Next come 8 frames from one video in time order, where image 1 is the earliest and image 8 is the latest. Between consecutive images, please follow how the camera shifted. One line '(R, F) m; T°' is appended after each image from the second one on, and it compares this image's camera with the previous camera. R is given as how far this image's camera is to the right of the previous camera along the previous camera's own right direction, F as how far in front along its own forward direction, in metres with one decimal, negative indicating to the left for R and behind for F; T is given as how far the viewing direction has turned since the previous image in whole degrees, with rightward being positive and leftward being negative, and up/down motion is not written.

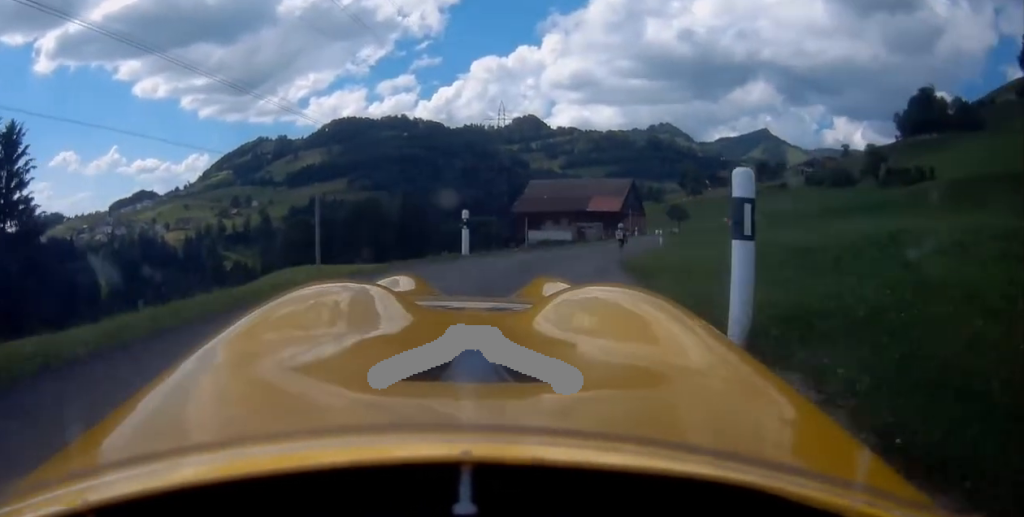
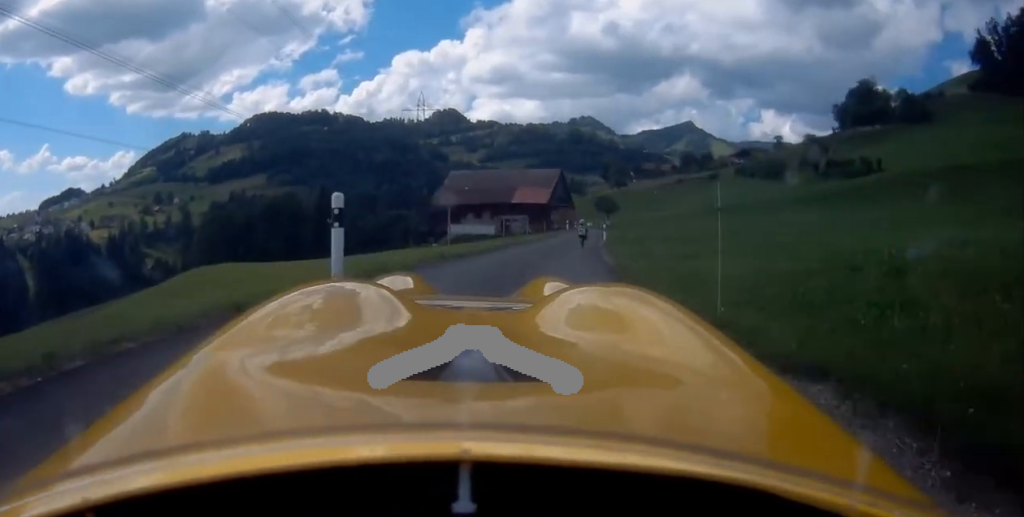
(0.0, +6.7) m; +4°
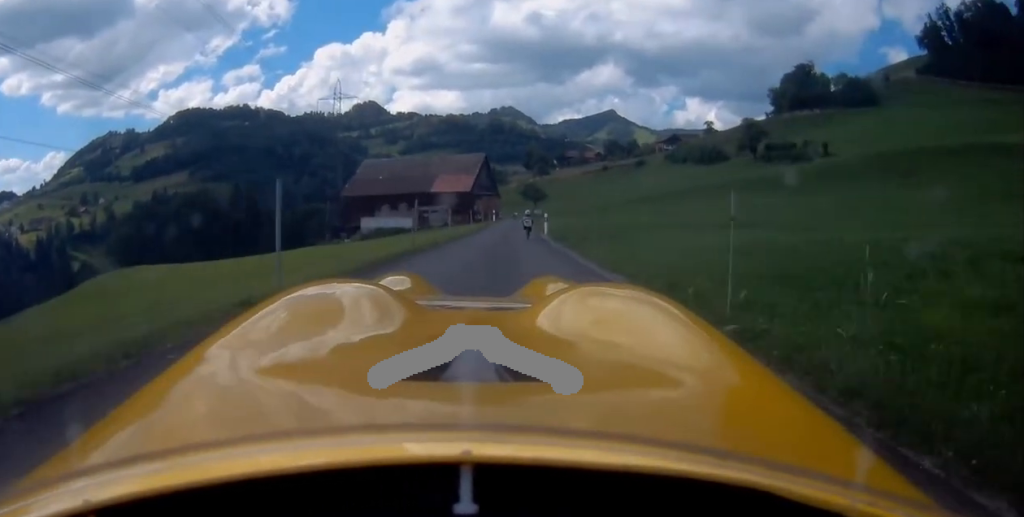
(+0.6, +7.7) m; +4°
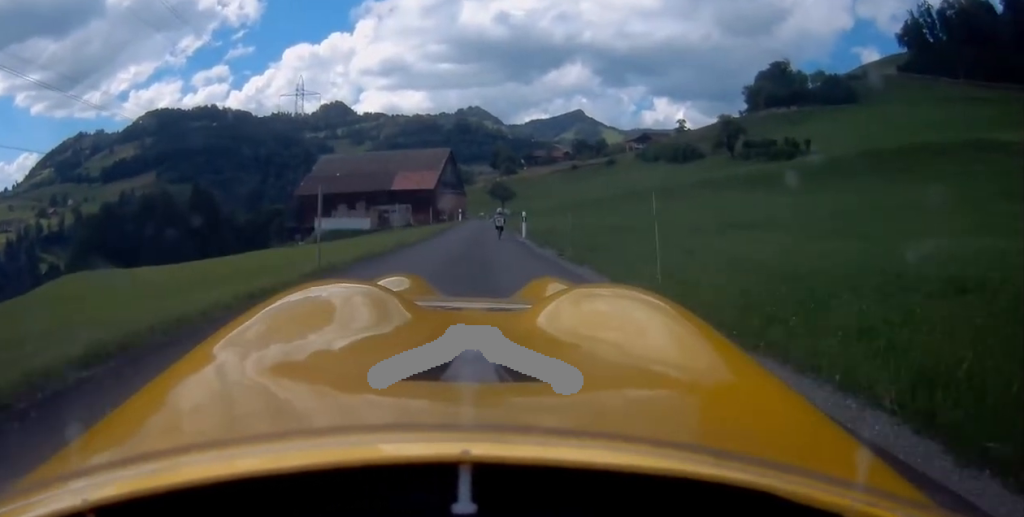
(+0.2, +6.2) m; +3°
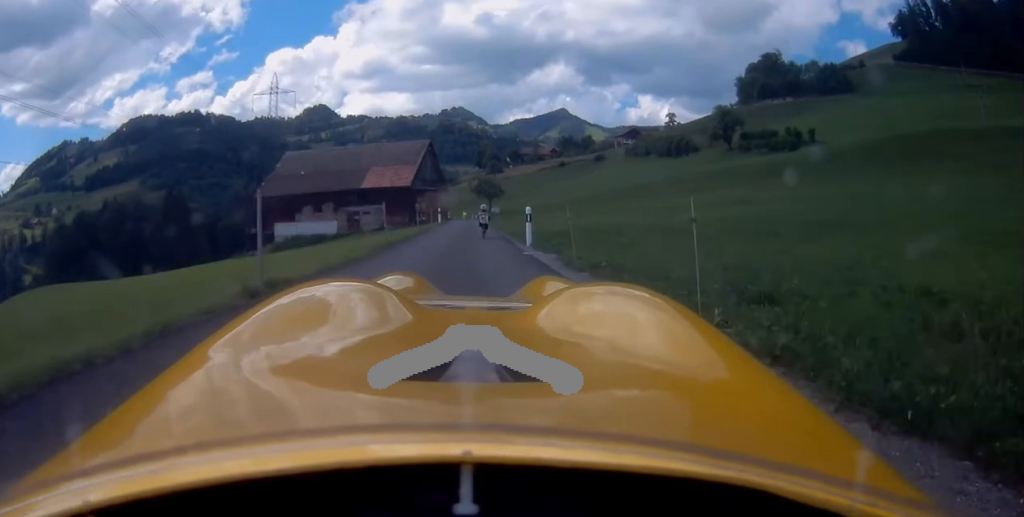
(+0.1, +8.8) m; +4°
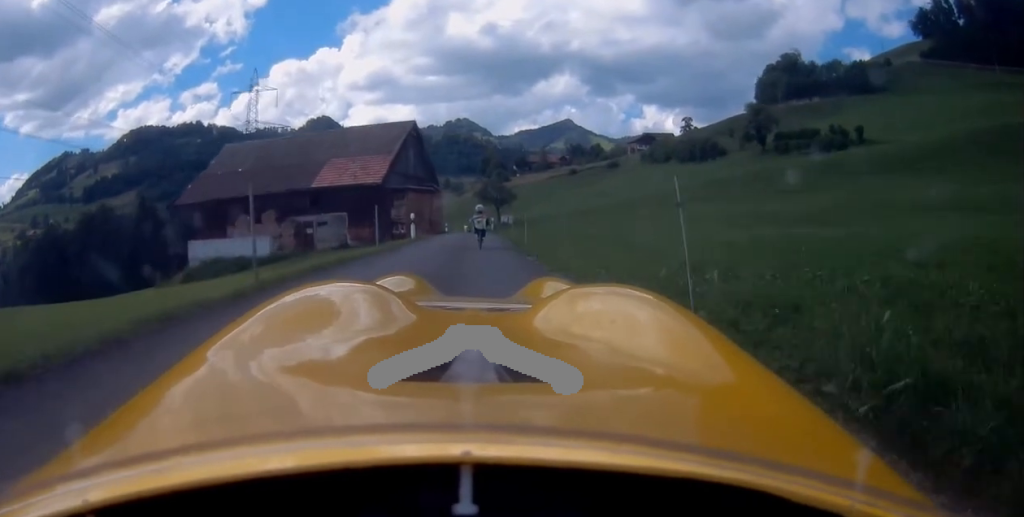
(+2.2, +18.1) m; +12°
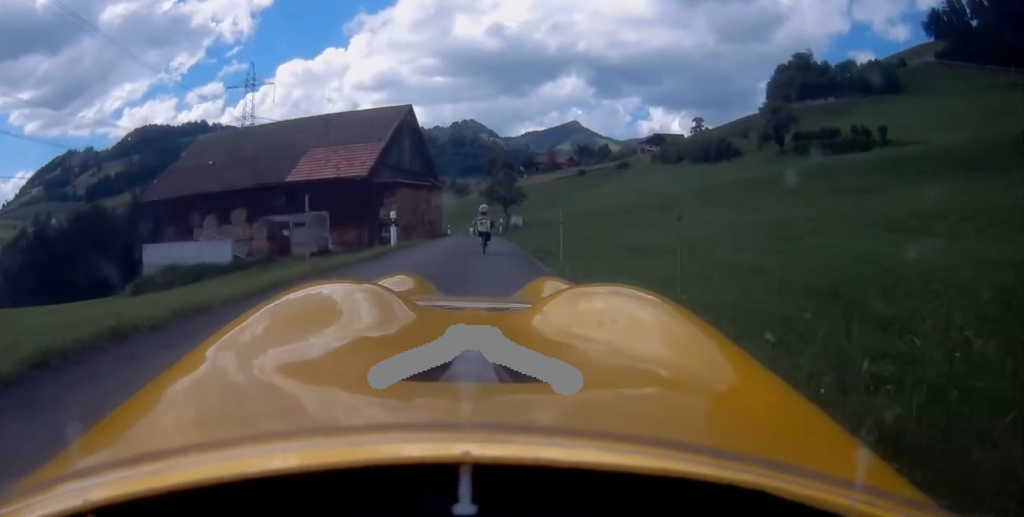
(+0.2, +6.5) m; +3°
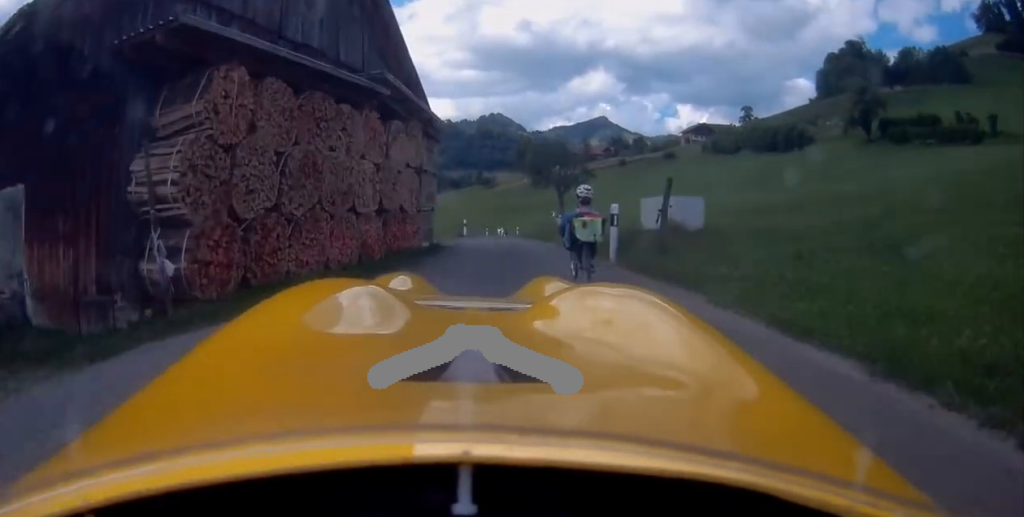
(+0.6, +27.4) m; 0°
